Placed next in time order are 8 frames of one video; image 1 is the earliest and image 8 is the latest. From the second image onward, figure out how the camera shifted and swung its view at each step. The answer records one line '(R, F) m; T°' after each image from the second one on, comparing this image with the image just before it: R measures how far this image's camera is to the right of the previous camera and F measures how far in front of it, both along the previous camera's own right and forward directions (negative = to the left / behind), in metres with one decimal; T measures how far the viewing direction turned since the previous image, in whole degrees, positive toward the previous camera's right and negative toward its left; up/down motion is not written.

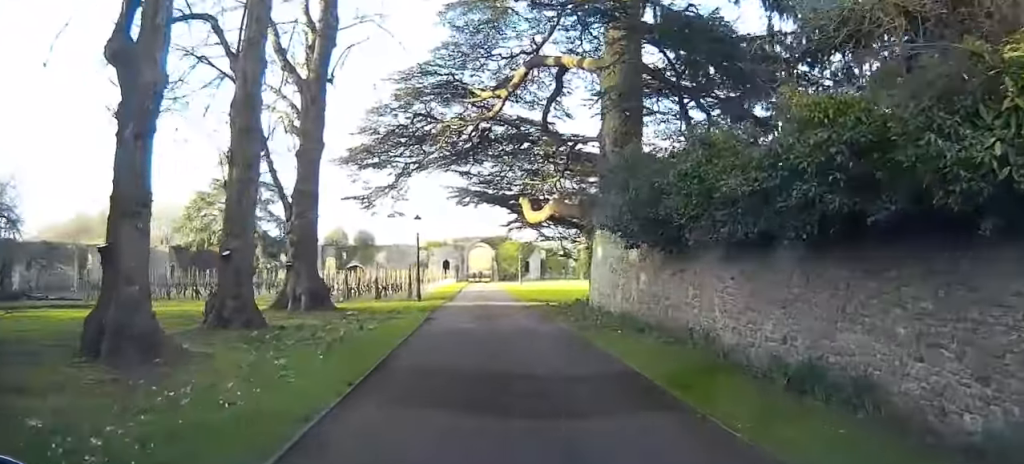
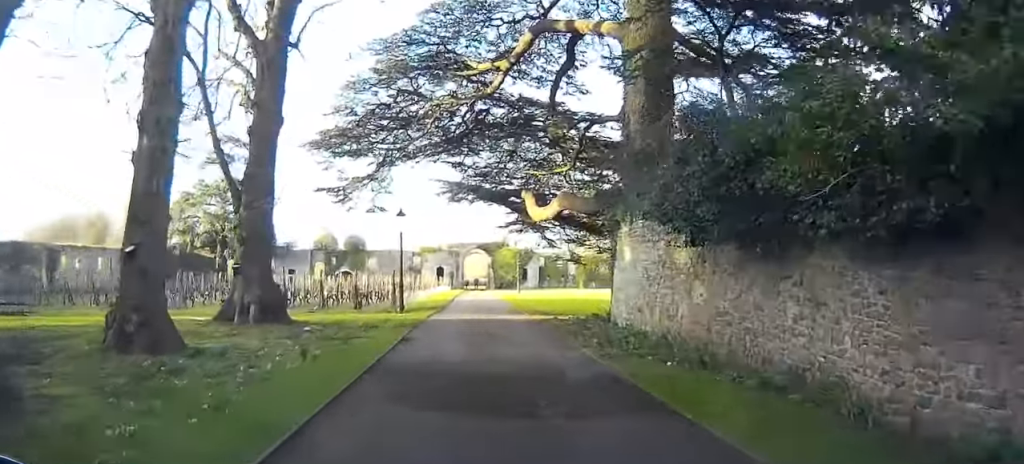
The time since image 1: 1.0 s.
(0.0, +3.9) m; -1°
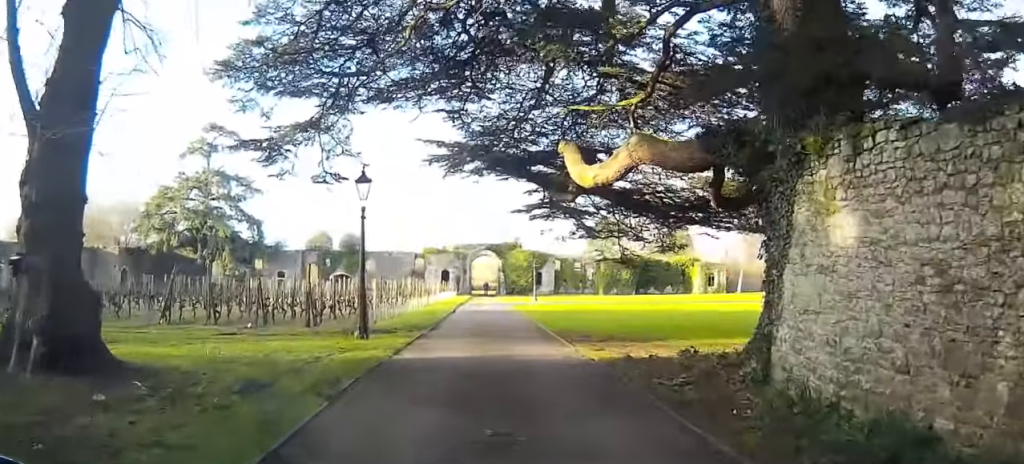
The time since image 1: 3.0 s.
(-0.3, +7.9) m; -2°
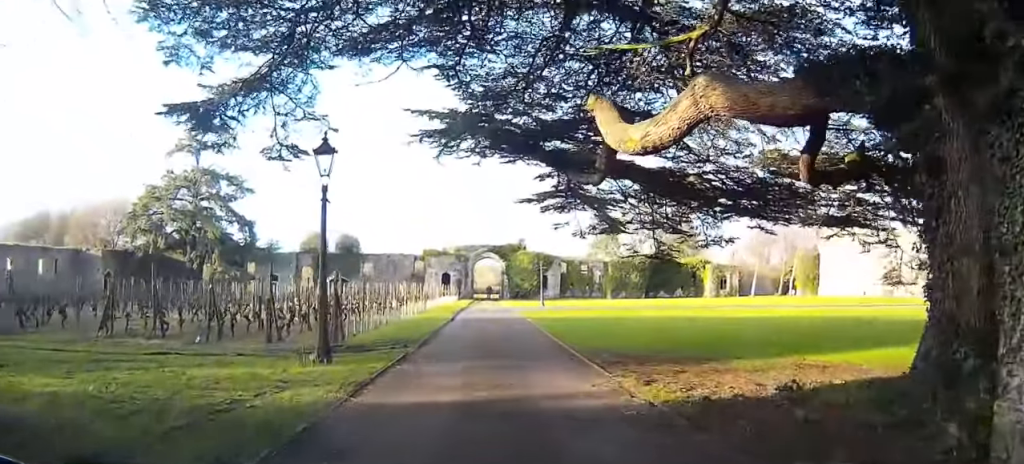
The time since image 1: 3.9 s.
(+0.1, +3.3) m; +2°
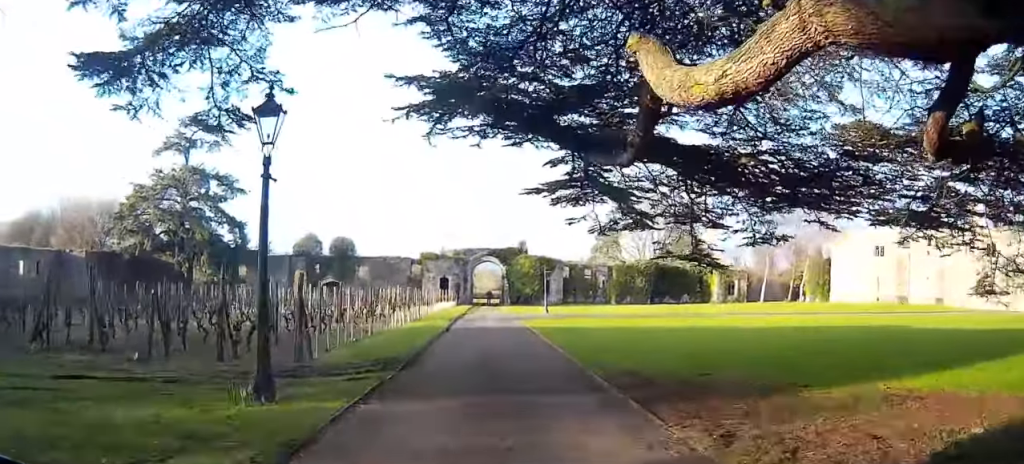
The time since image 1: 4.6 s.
(0.0, +2.7) m; +1°
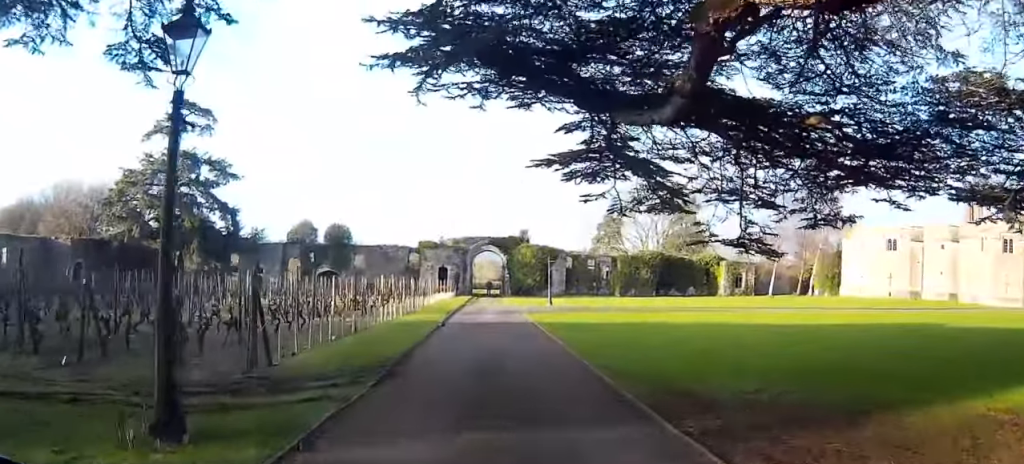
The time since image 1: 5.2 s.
(0.0, +2.5) m; +1°
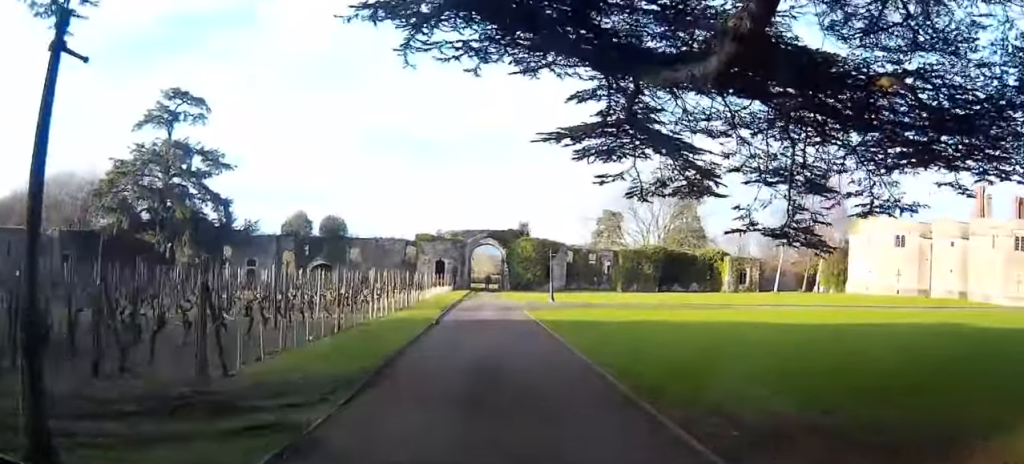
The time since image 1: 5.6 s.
(0.0, +1.9) m; +1°
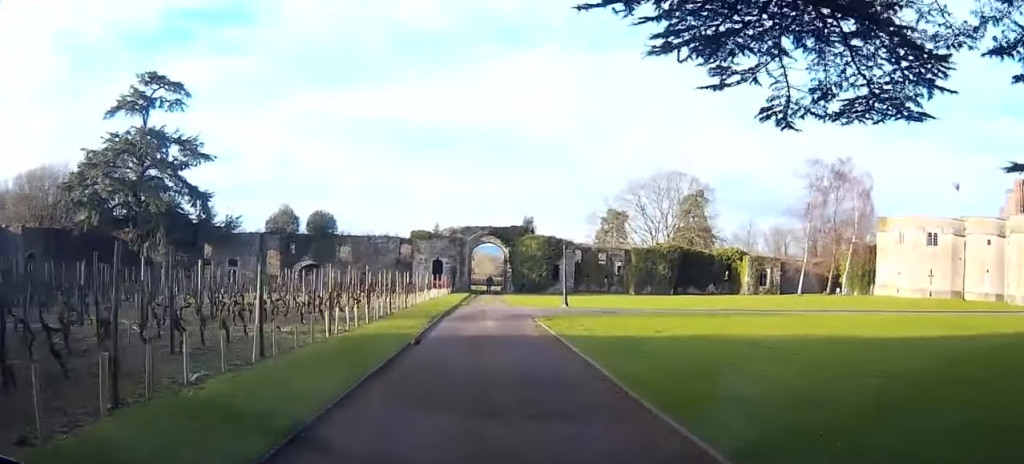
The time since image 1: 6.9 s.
(+0.1, +6.1) m; +1°
